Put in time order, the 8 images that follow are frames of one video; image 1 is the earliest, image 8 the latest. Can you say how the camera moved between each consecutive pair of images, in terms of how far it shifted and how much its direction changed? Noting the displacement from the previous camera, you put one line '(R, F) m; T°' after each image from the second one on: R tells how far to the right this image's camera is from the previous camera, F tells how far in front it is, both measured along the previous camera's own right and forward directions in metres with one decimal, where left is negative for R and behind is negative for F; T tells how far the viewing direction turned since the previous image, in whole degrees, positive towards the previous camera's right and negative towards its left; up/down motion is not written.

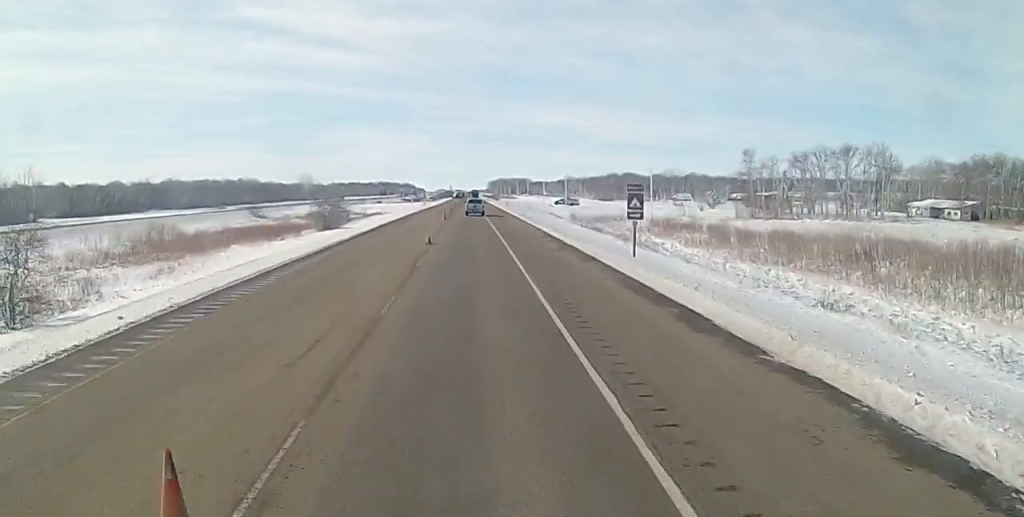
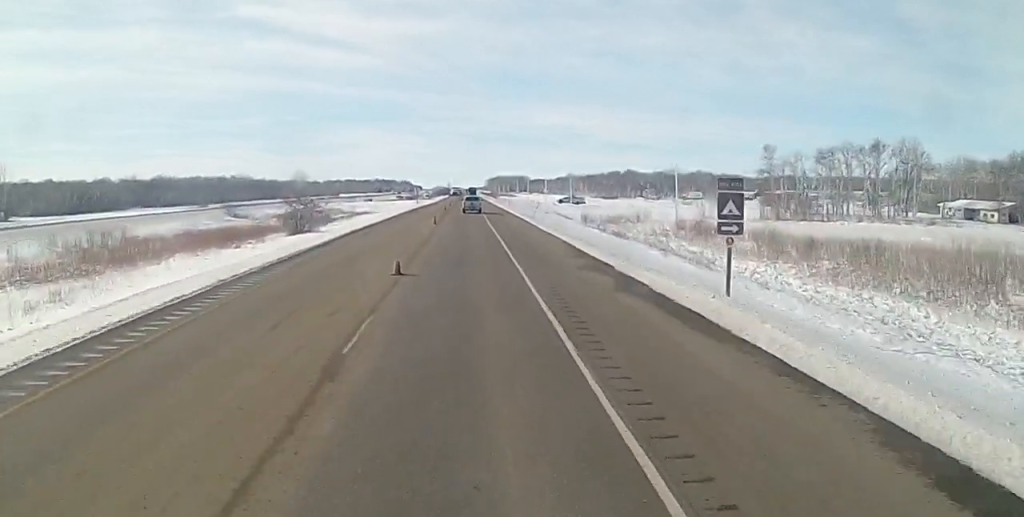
(+0.1, +16.1) m; 0°
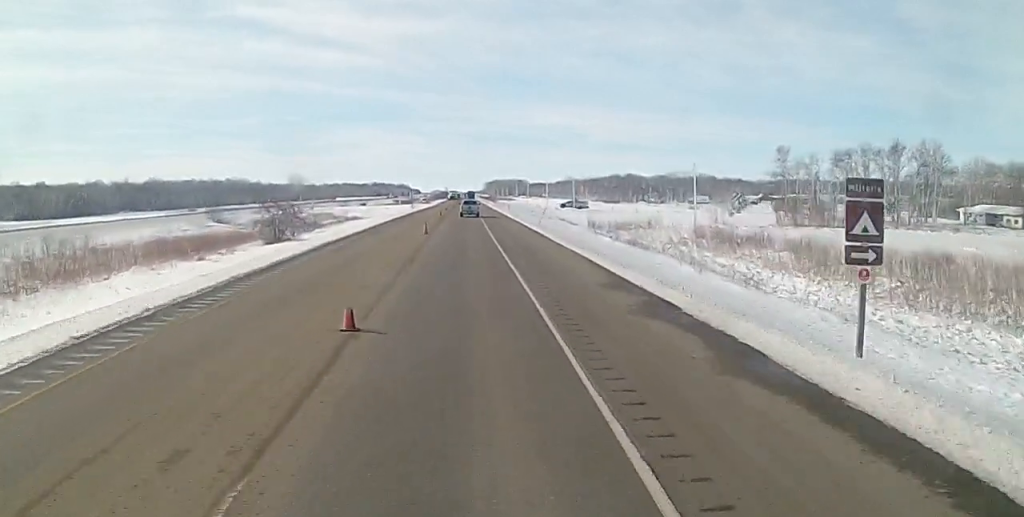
(-0.1, +9.9) m; -1°
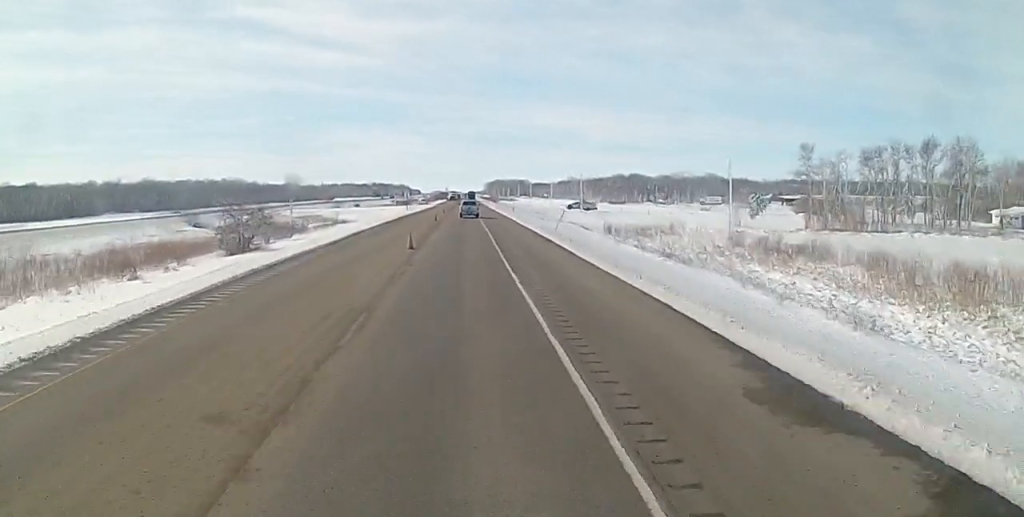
(-0.1, +13.5) m; -1°
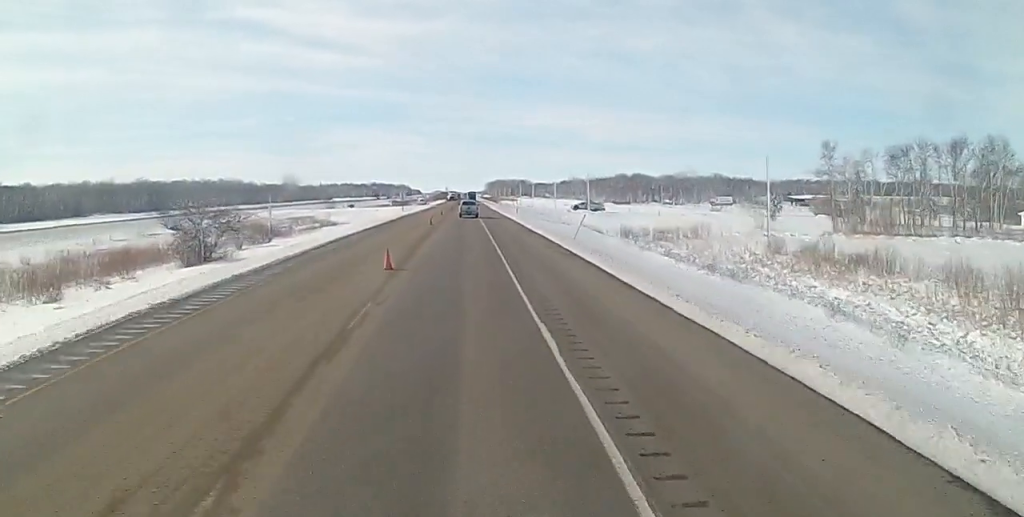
(-0.2, +11.0) m; -1°
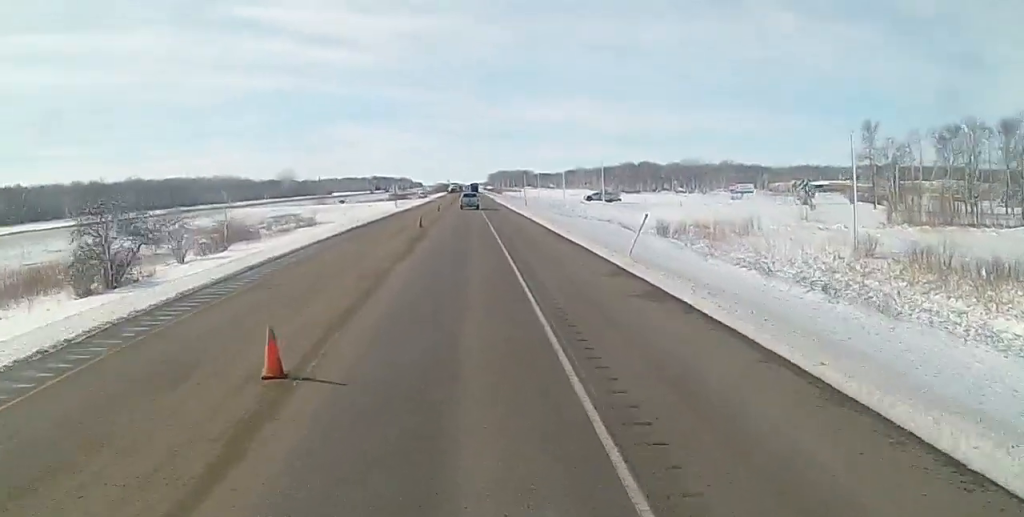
(-0.1, +17.0) m; -2°
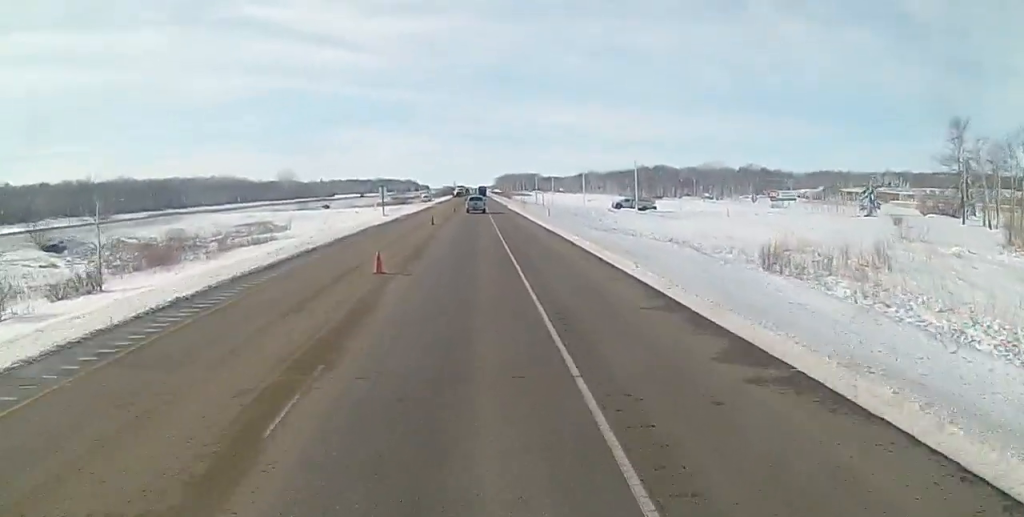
(-0.2, +26.2) m; +2°
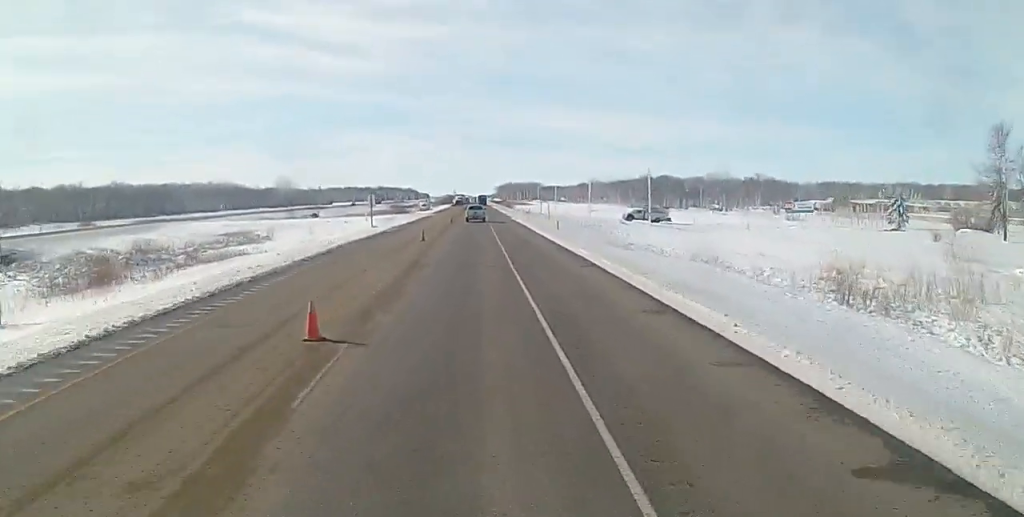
(+0.6, +10.6) m; +1°
